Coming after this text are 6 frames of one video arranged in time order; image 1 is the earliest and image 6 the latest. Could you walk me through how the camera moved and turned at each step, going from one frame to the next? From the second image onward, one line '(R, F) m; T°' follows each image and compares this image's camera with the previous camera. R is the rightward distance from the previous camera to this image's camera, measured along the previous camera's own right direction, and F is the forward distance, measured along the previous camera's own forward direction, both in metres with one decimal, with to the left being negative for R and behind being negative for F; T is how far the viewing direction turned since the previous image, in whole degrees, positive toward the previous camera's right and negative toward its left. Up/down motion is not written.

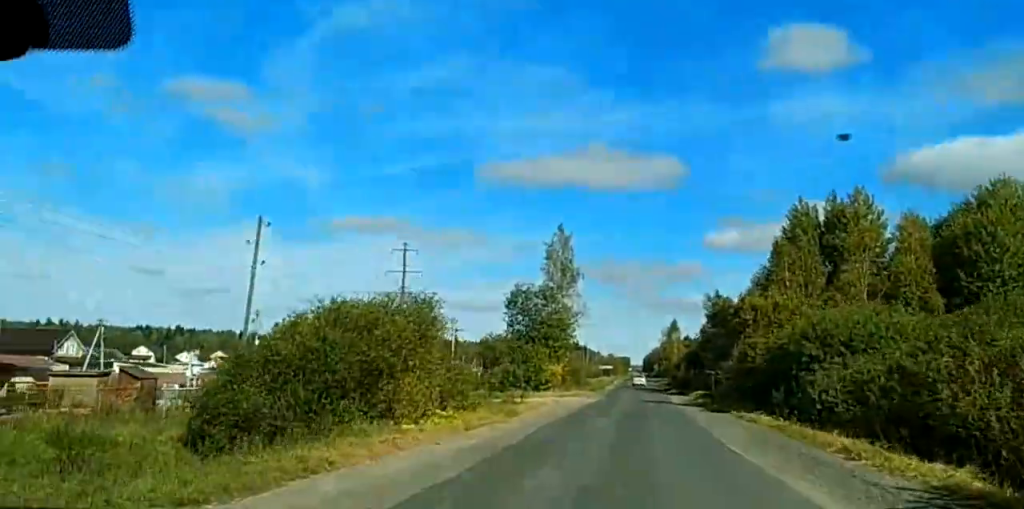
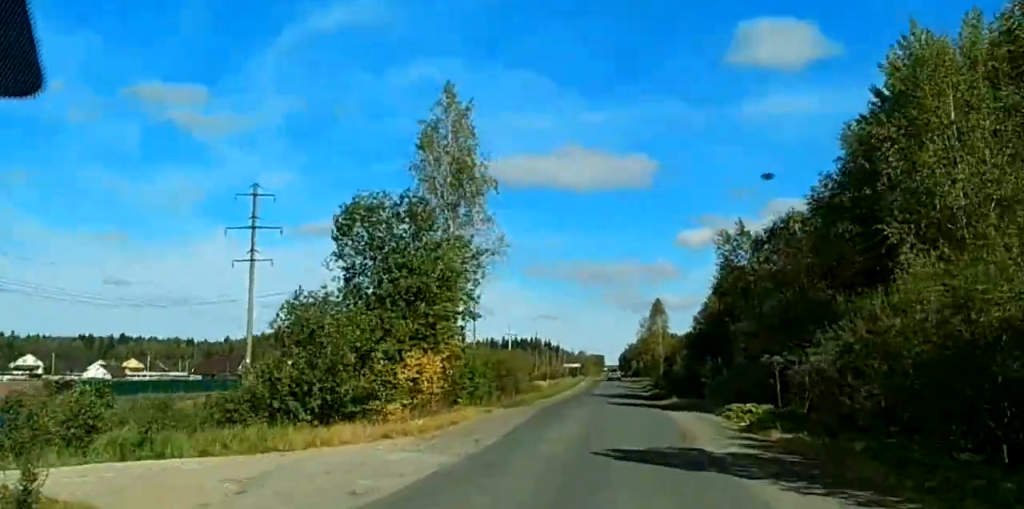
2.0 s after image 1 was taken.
(0.0, +47.7) m; 0°
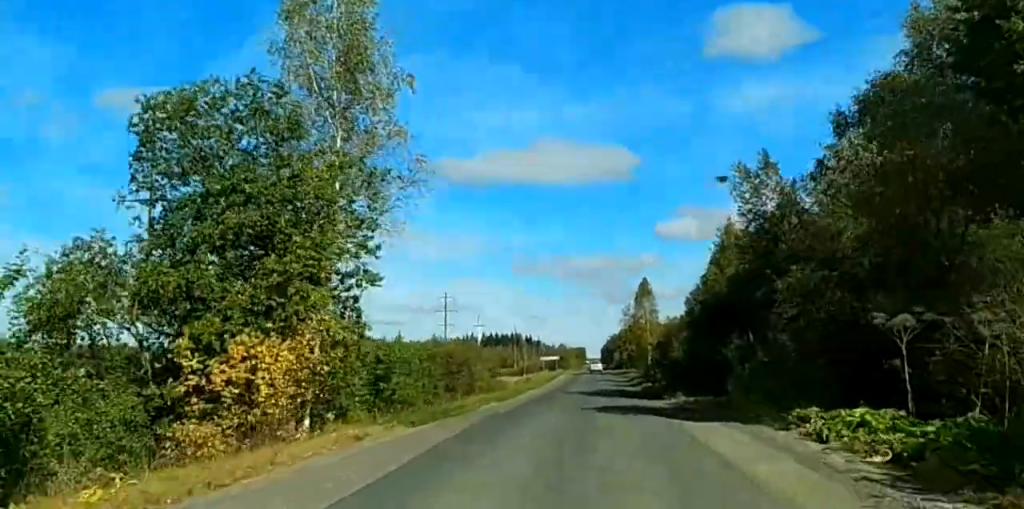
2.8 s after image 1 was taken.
(0.0, +17.2) m; 0°
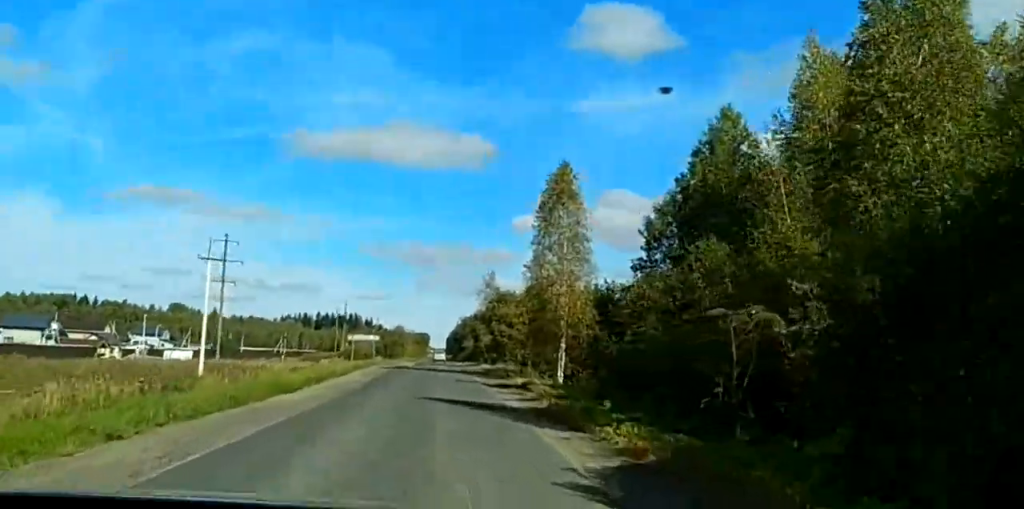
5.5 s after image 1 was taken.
(-0.5, +66.6) m; -1°
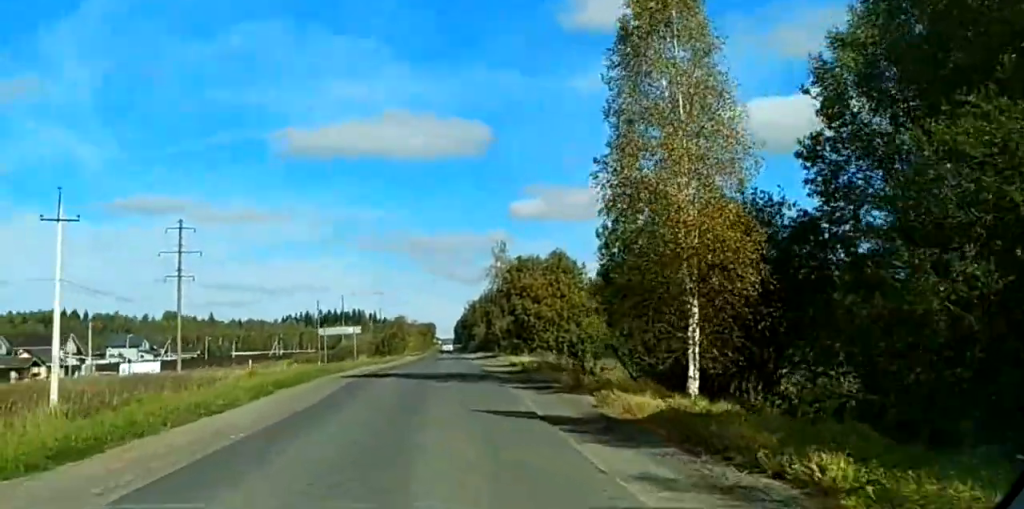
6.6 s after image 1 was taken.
(-0.1, +26.3) m; 0°
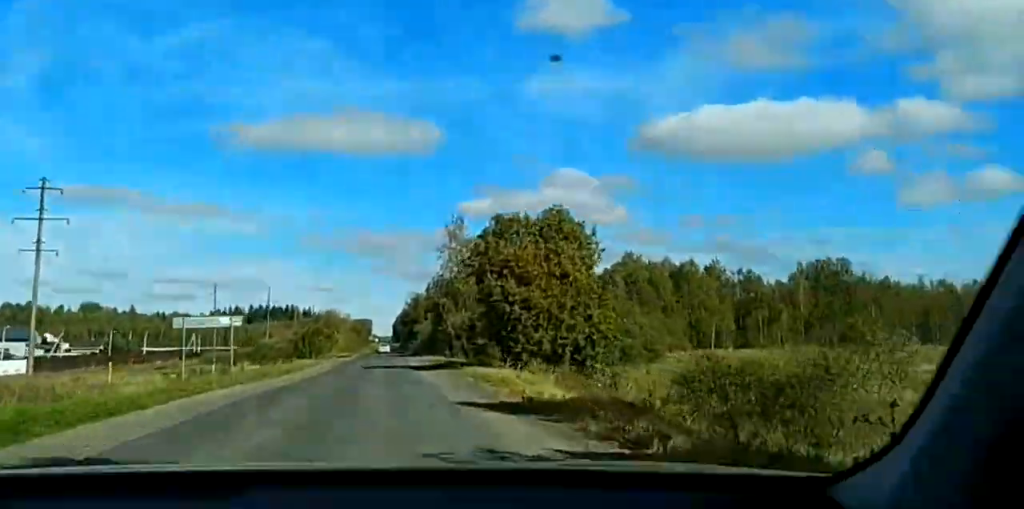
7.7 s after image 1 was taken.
(0.0, +26.4) m; +1°
